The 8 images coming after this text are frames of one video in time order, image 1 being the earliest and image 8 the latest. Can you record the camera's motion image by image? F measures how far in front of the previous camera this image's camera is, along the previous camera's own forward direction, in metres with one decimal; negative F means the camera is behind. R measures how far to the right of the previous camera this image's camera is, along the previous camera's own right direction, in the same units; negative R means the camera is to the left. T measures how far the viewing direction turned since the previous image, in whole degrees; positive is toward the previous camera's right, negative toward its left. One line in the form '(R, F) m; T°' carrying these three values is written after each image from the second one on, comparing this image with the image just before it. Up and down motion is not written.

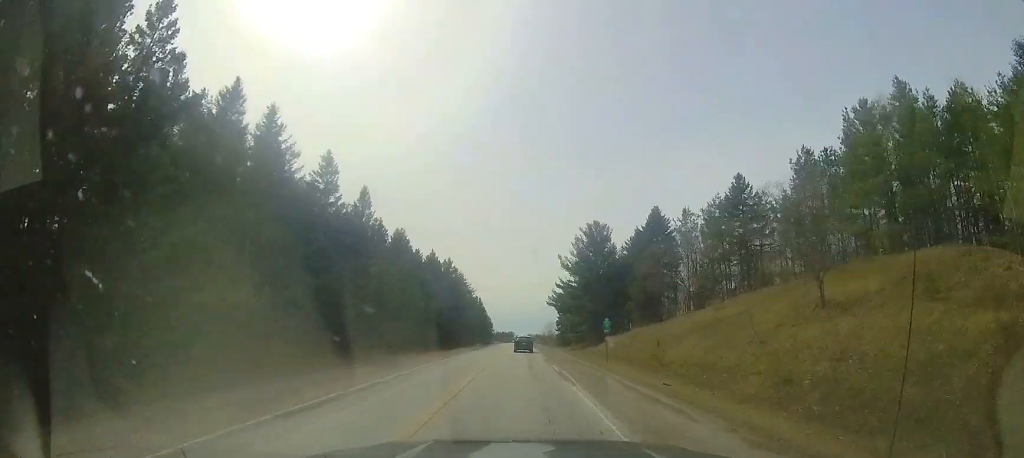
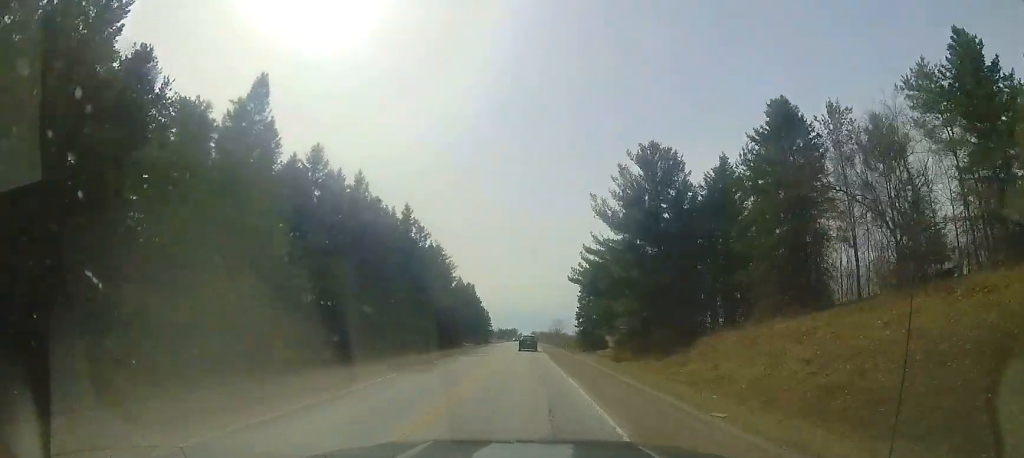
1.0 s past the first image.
(+0.1, +25.9) m; +1°
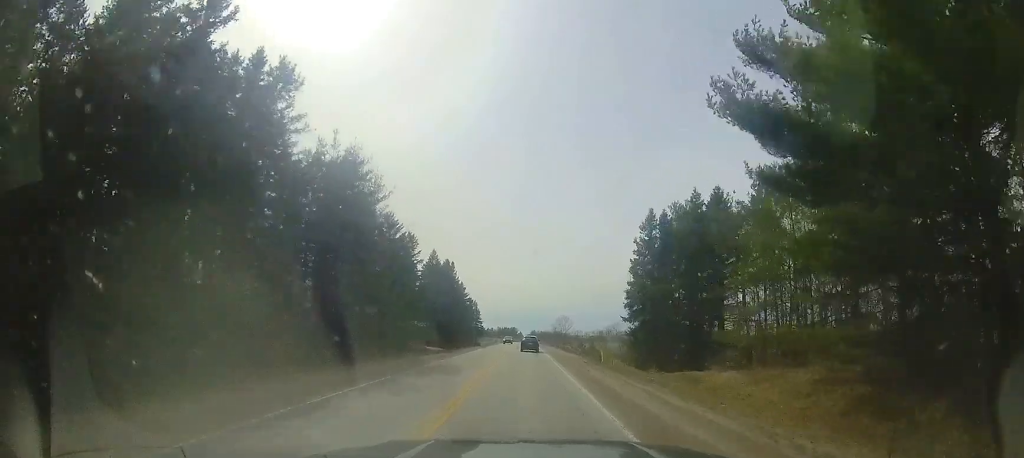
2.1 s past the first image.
(+0.2, +28.0) m; -1°
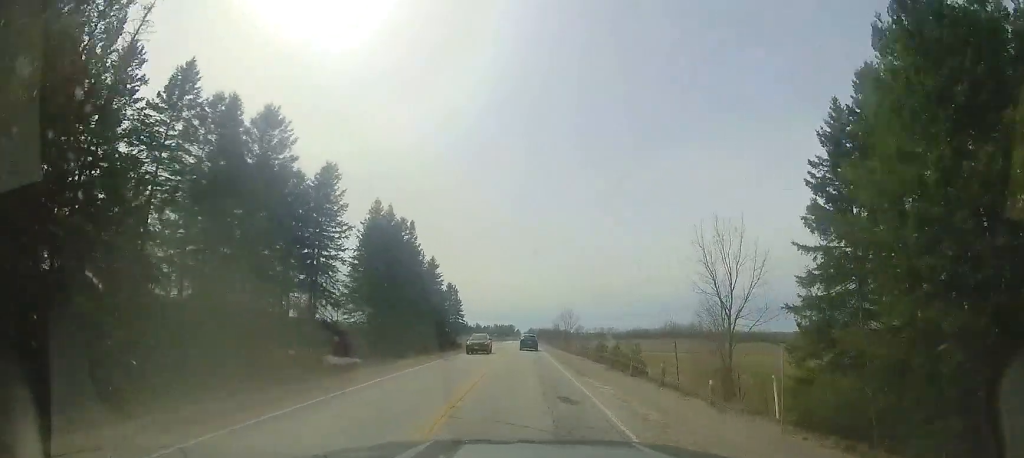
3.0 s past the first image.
(-0.4, +23.5) m; 0°
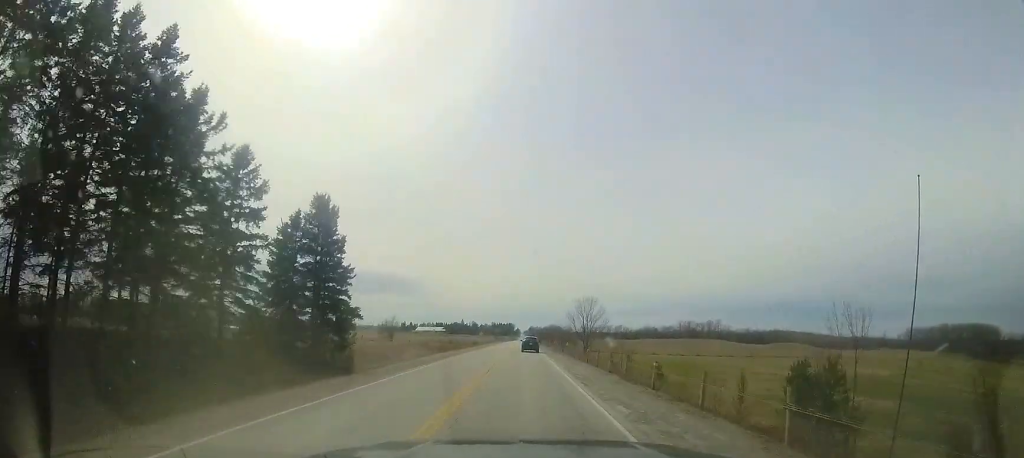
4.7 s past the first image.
(+0.2, +42.8) m; 0°
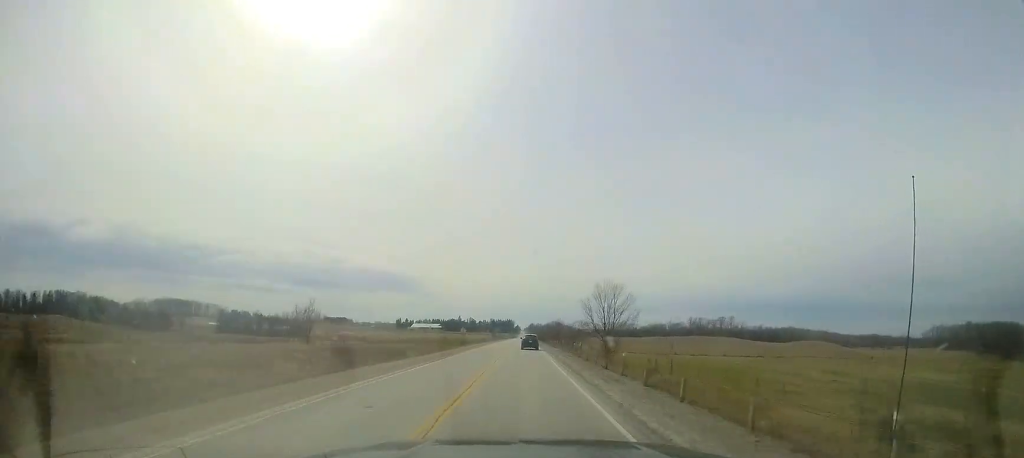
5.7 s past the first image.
(-0.1, +24.3) m; 0°
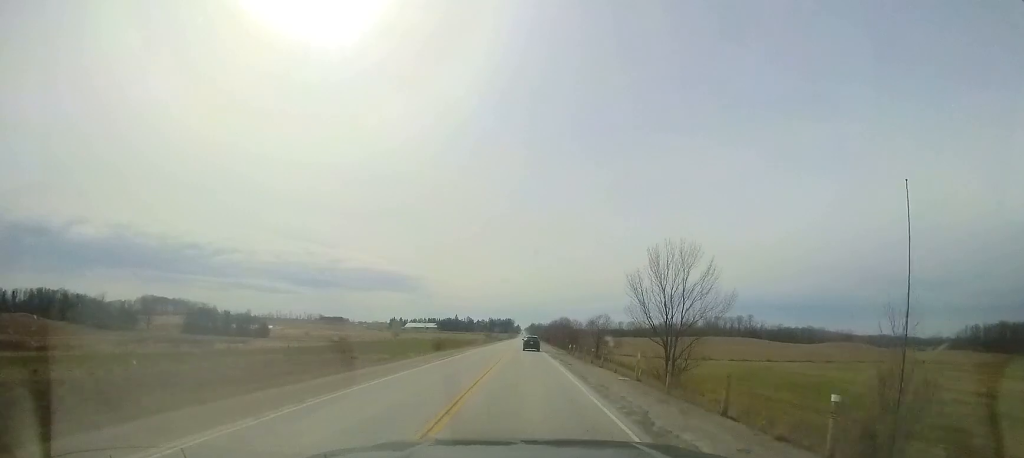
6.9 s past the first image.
(0.0, +31.1) m; -1°
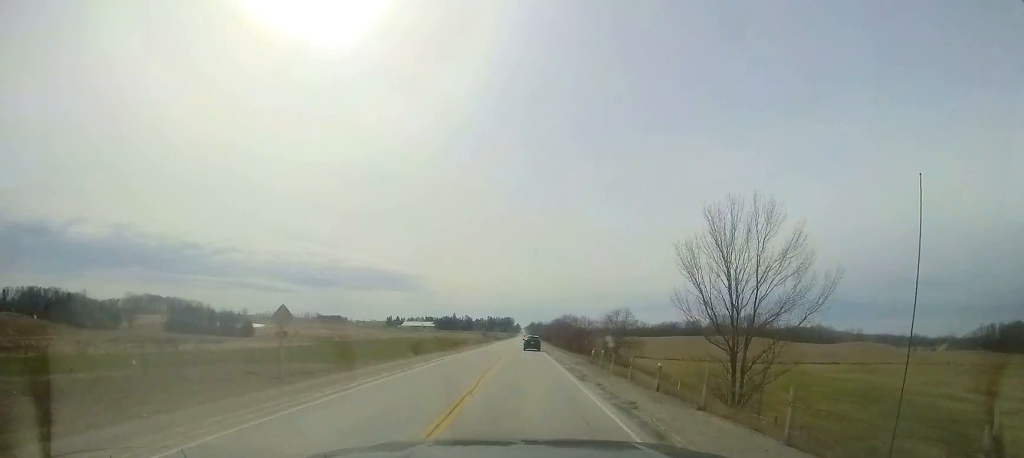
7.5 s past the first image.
(-0.1, +13.5) m; 0°
